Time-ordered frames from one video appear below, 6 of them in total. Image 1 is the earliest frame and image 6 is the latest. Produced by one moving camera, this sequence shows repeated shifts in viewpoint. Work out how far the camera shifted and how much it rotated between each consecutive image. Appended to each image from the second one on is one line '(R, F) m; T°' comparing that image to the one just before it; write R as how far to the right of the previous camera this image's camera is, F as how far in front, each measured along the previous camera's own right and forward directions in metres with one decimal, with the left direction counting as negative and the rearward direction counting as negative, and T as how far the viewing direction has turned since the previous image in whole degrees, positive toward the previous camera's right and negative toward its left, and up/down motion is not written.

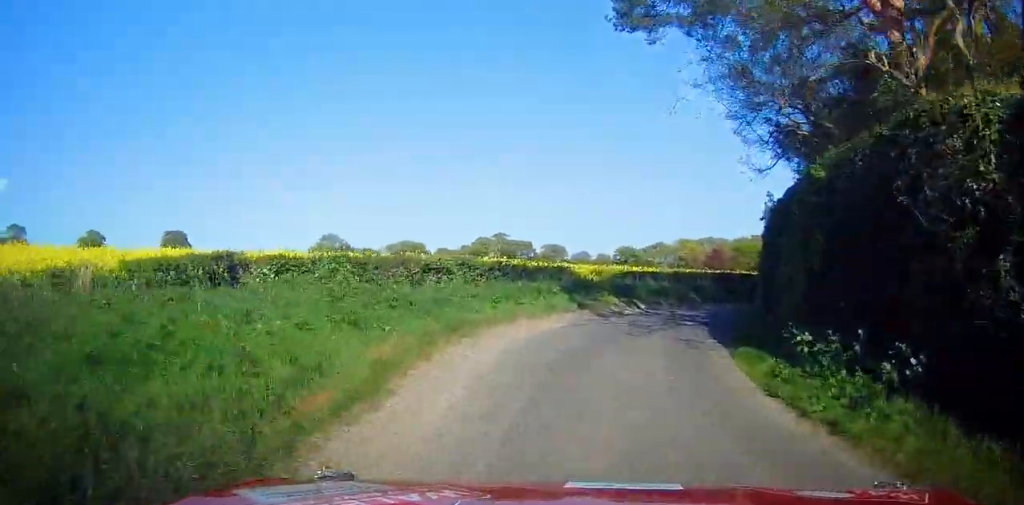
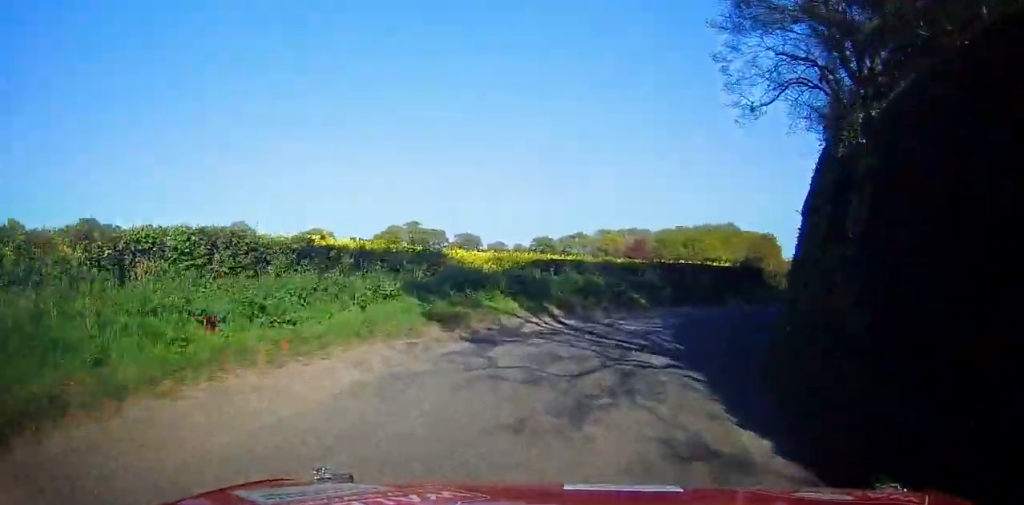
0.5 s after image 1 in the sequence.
(-1.0, +8.3) m; +2°
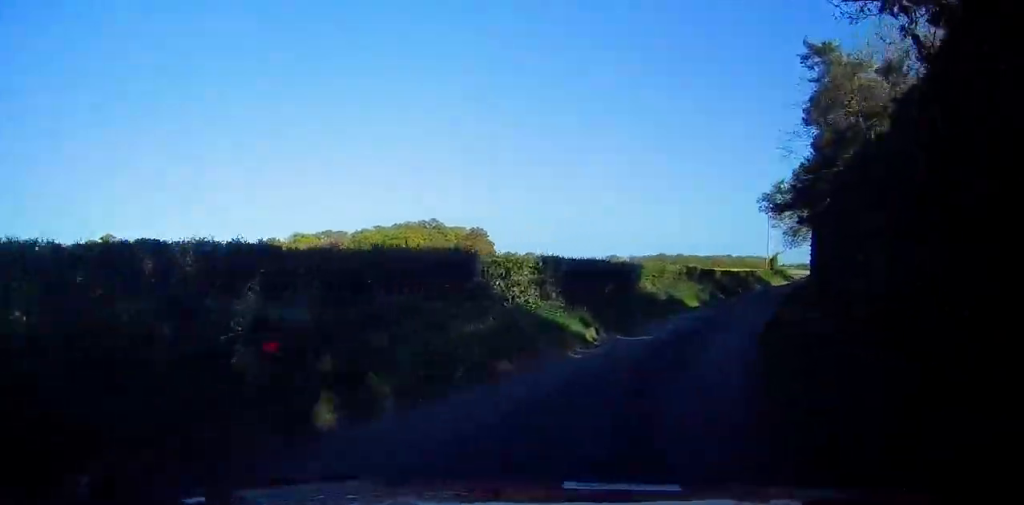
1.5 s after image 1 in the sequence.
(+1.7, +17.3) m; +15°
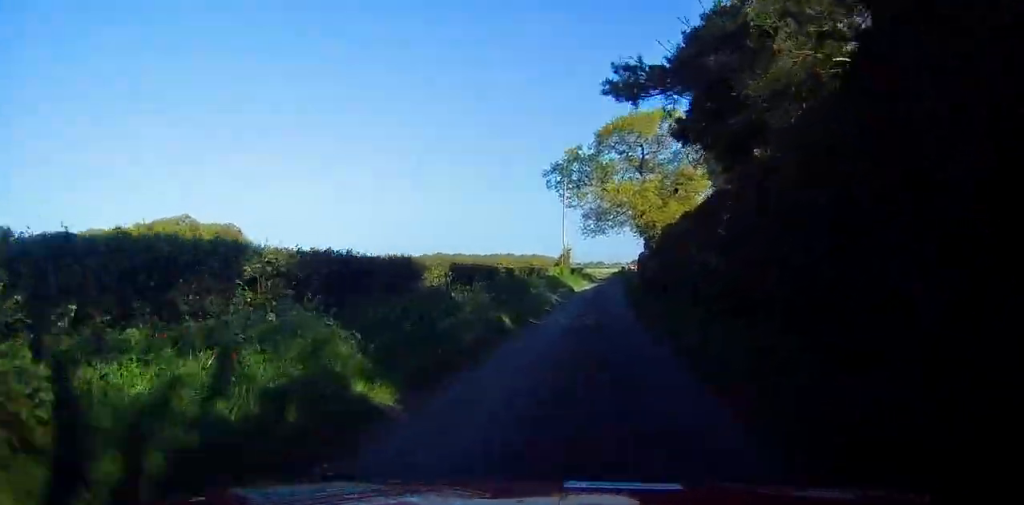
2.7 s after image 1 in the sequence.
(+4.4, +22.8) m; +17°
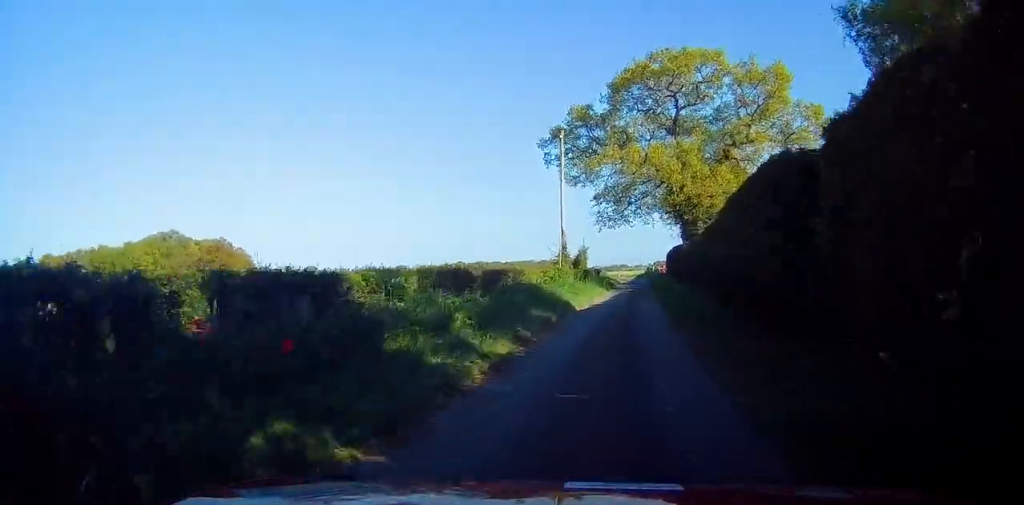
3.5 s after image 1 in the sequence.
(+0.8, +16.6) m; +3°
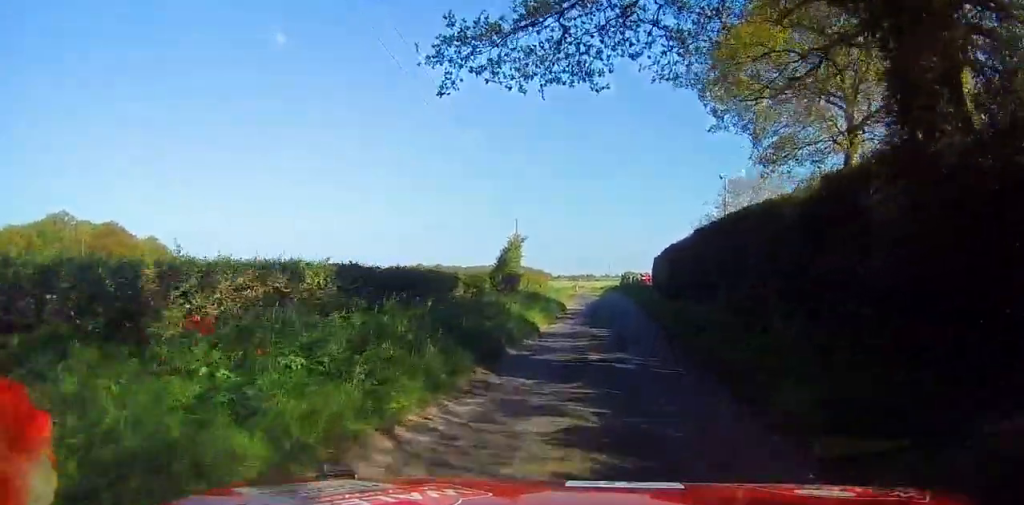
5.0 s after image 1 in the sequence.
(+1.1, +36.2) m; +3°
